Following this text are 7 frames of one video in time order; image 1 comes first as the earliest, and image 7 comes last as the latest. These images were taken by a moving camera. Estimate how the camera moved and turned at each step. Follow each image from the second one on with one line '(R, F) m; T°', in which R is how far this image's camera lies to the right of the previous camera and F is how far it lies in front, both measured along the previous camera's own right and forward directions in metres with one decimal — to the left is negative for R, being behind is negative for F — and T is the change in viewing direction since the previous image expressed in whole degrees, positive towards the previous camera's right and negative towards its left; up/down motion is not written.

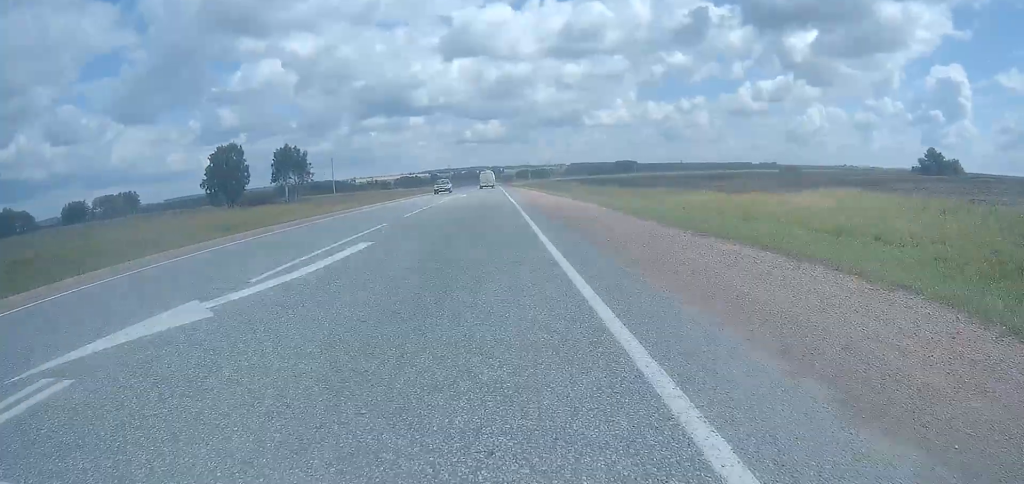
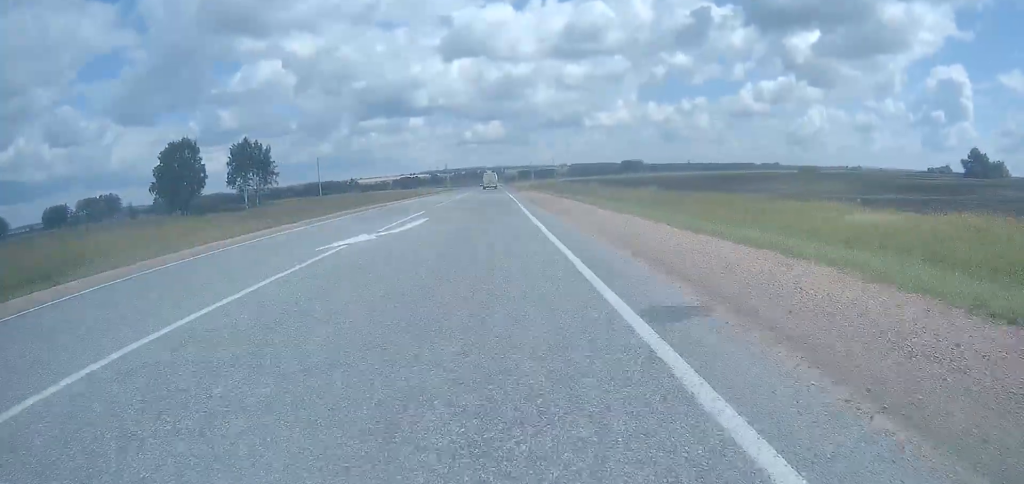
(+0.1, +29.9) m; 0°
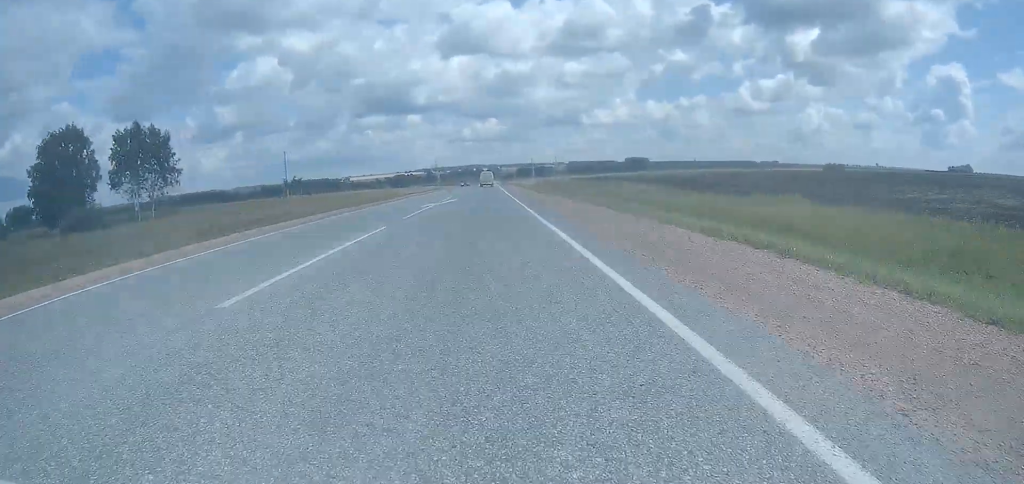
(0.0, +44.7) m; 0°
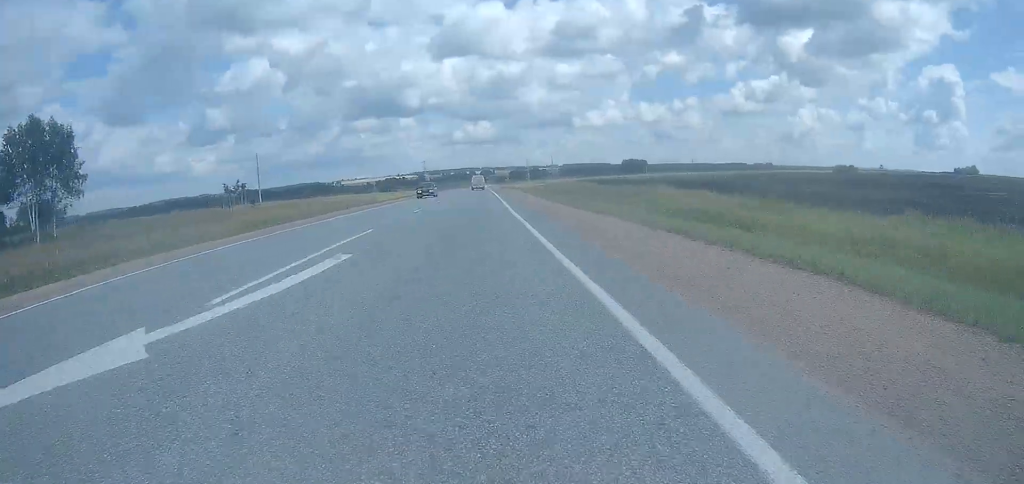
(0.0, +23.8) m; 0°
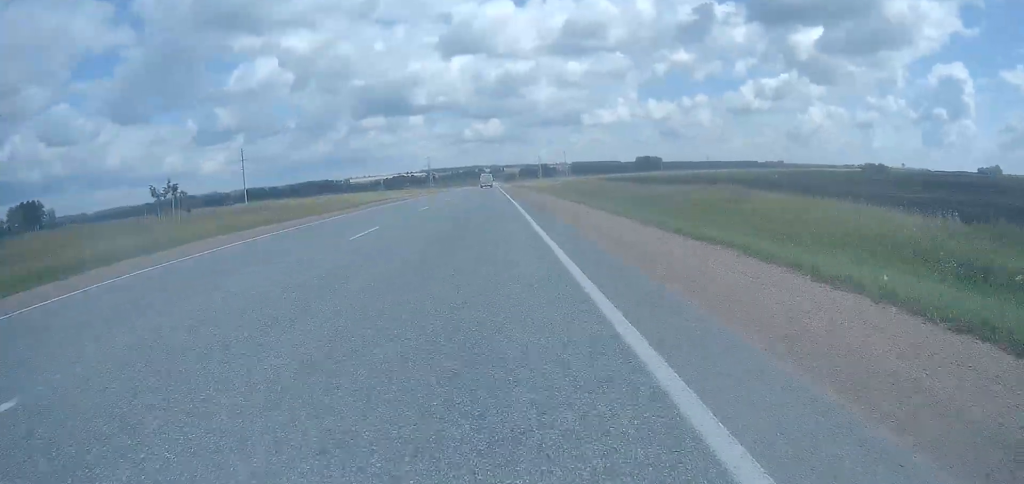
(+0.1, +24.1) m; 0°
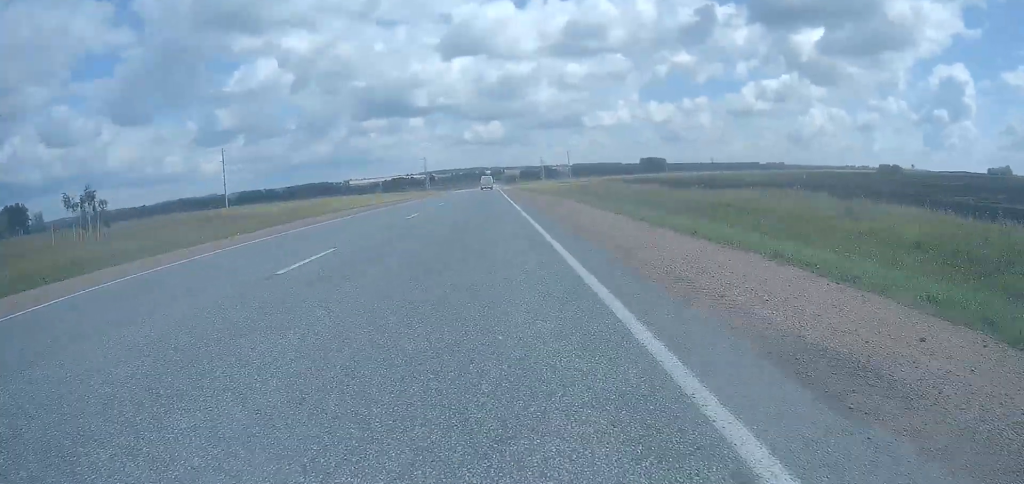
(0.0, +16.4) m; 0°
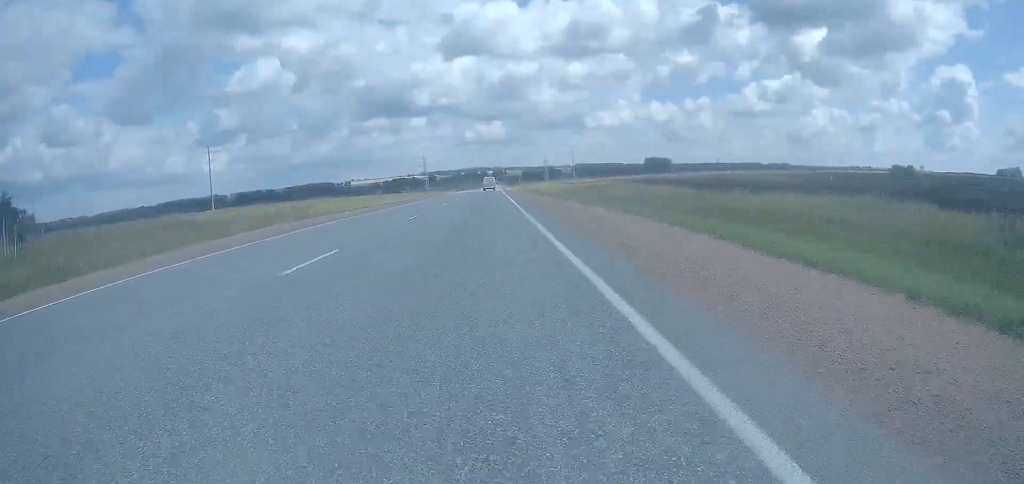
(-0.1, +12.2) m; 0°
